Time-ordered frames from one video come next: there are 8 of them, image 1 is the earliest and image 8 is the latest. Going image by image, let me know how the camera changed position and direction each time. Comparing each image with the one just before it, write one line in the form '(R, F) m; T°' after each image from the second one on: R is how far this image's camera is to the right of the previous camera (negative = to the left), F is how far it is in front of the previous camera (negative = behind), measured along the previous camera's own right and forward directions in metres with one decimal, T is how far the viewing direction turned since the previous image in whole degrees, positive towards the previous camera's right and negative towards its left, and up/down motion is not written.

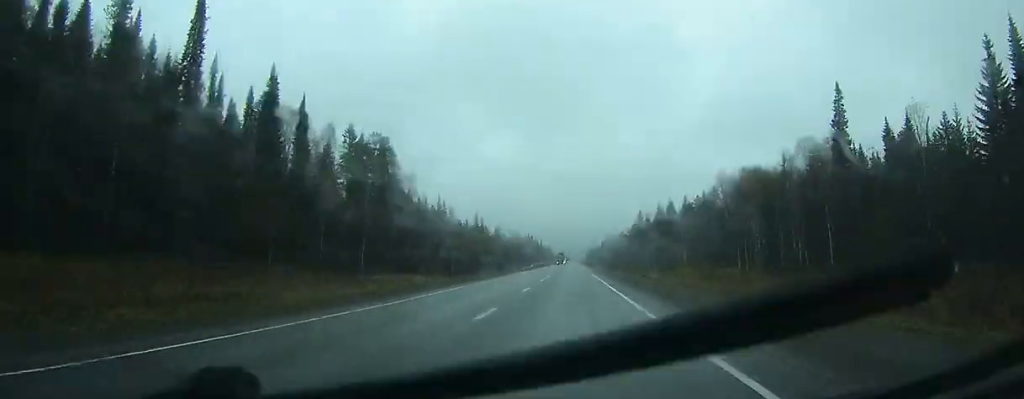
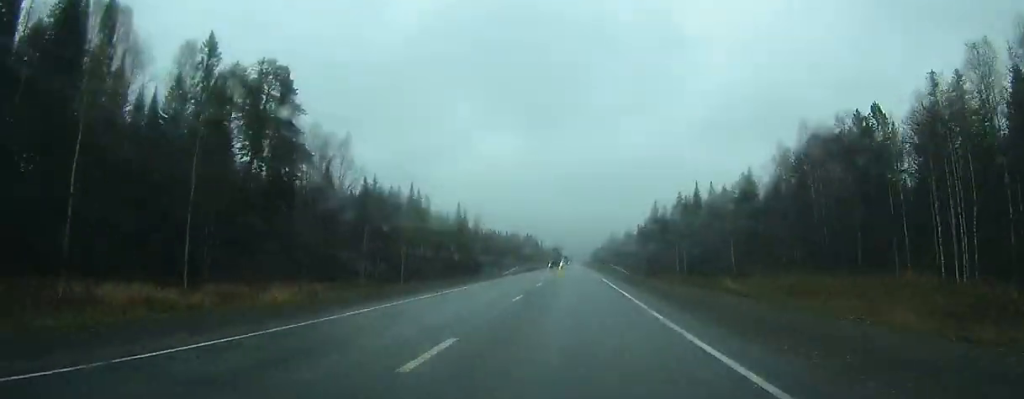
(-0.3, +42.2) m; -1°
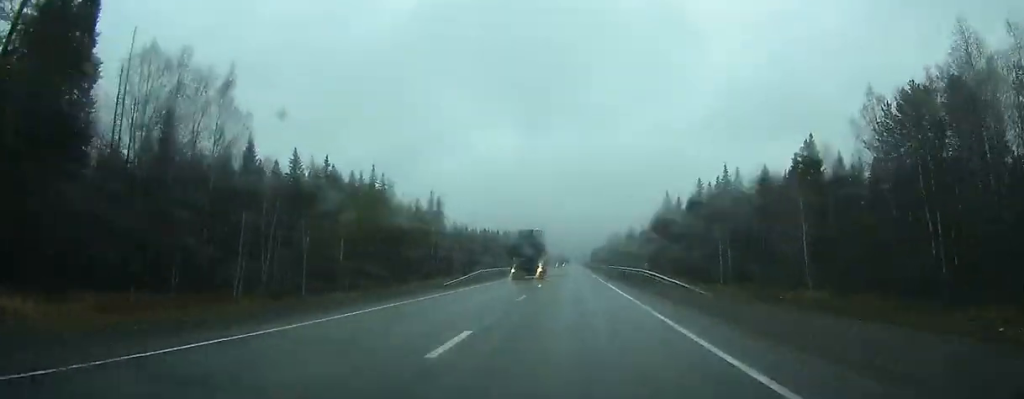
(-0.1, +35.0) m; 0°
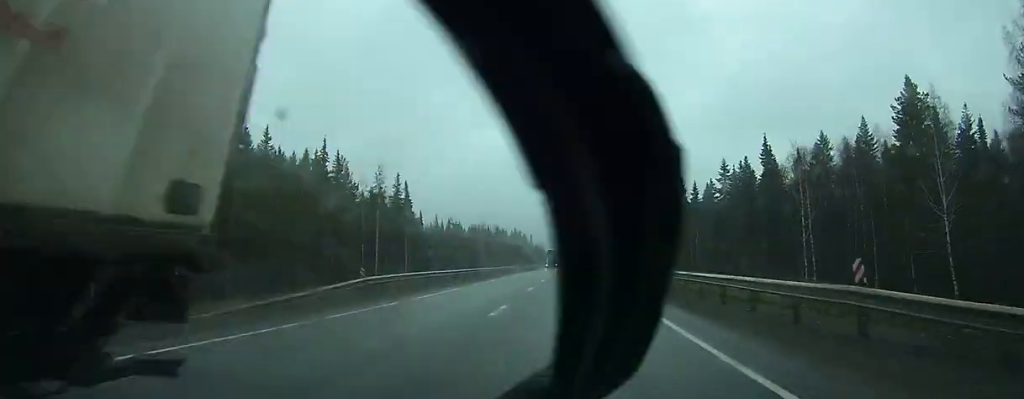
(-0.2, +29.7) m; 0°
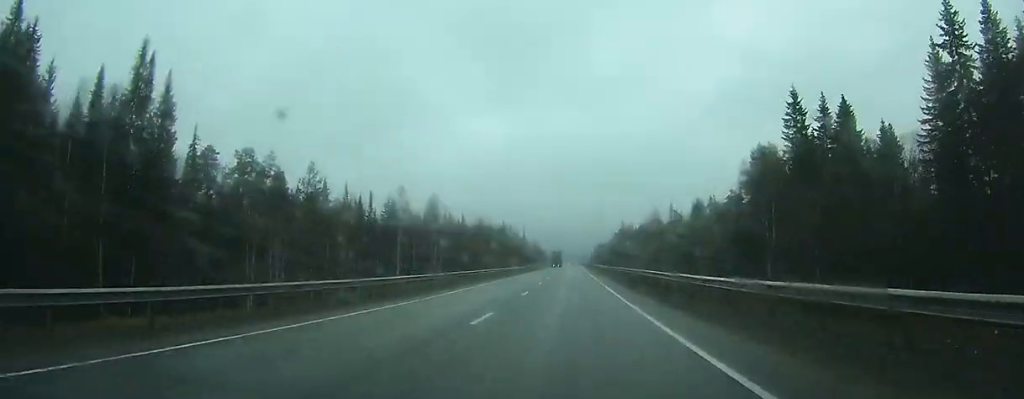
(+0.6, +85.6) m; +1°
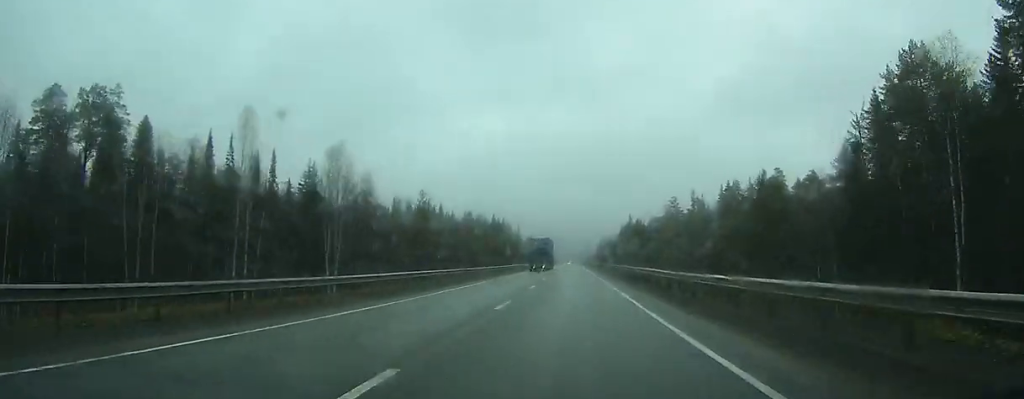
(0.0, +44.9) m; 0°
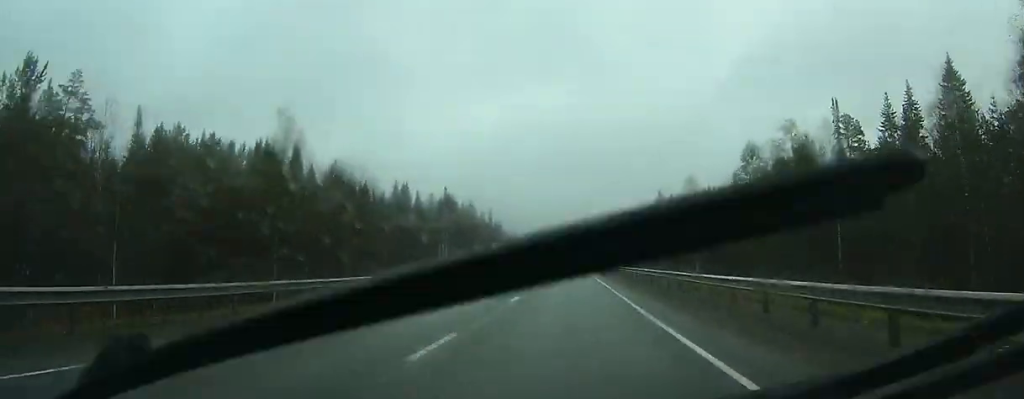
(-0.1, +116.5) m; 0°
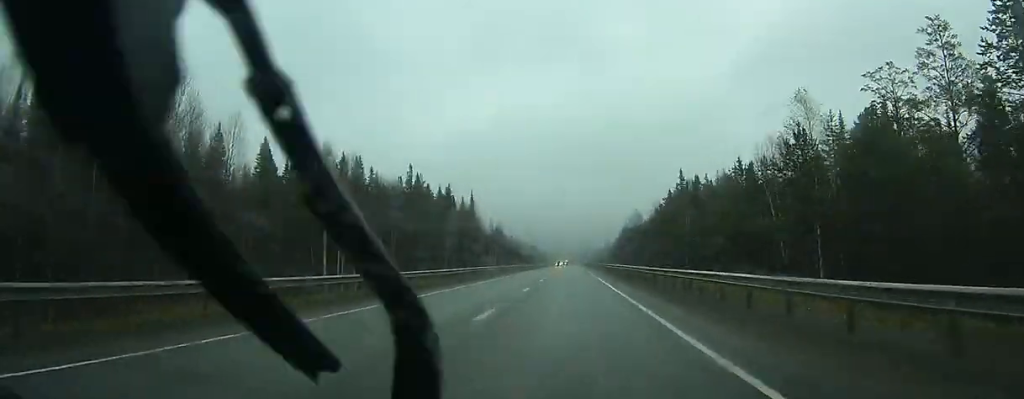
(+0.1, +43.4) m; 0°
